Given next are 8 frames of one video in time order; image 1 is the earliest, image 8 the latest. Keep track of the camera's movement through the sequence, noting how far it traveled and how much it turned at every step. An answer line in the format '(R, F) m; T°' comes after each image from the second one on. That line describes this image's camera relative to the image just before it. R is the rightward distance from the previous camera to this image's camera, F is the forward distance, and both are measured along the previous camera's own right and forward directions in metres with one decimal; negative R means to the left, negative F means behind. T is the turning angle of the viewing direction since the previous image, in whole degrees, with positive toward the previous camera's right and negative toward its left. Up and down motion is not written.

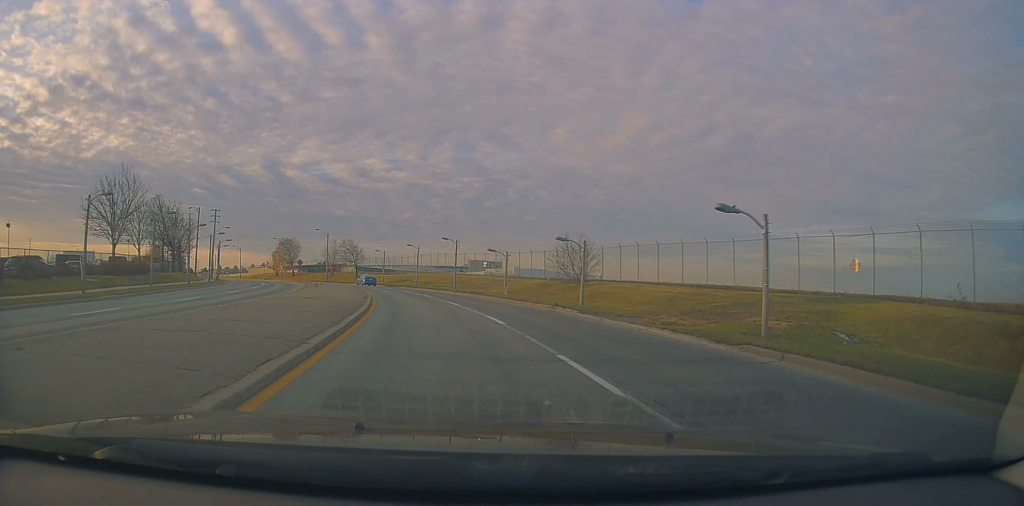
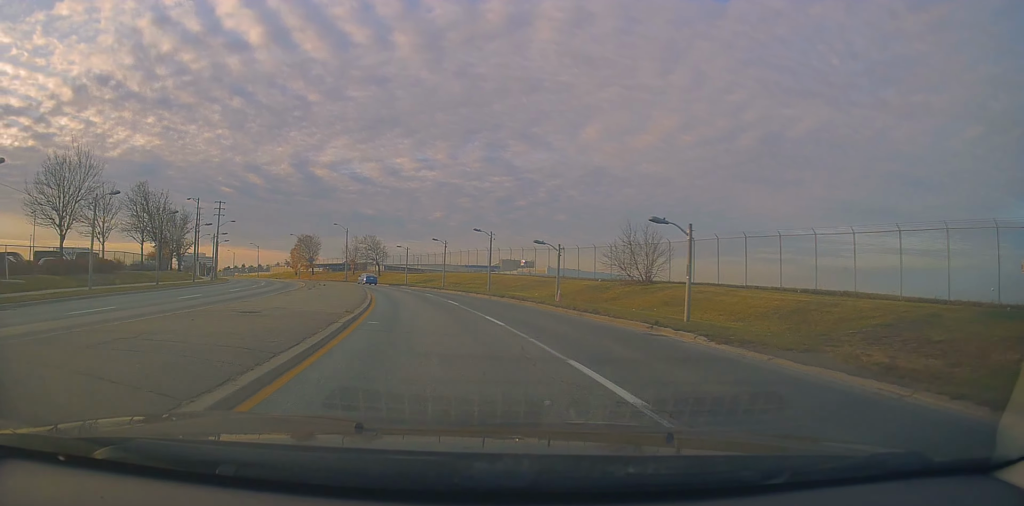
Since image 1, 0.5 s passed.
(0.0, +9.8) m; -3°
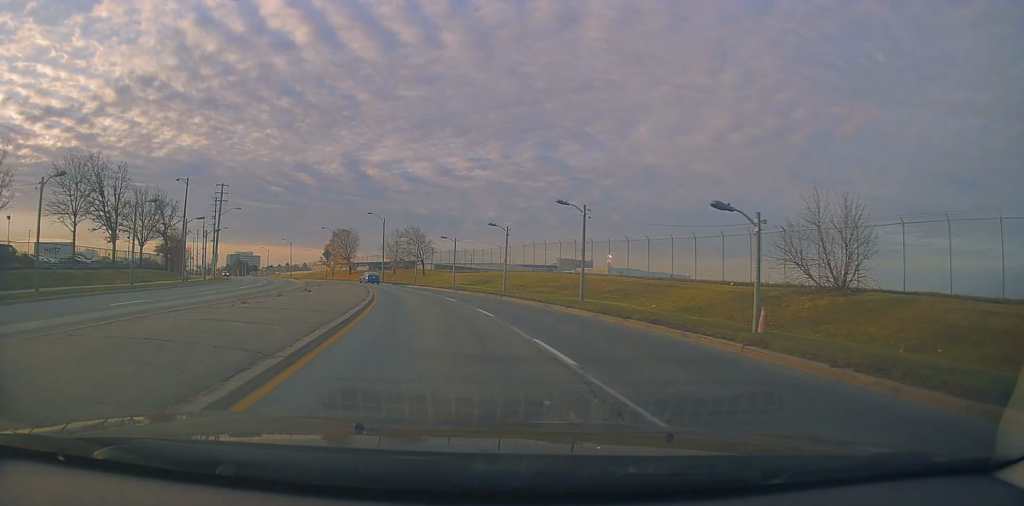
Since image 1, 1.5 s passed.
(-0.7, +16.8) m; -8°
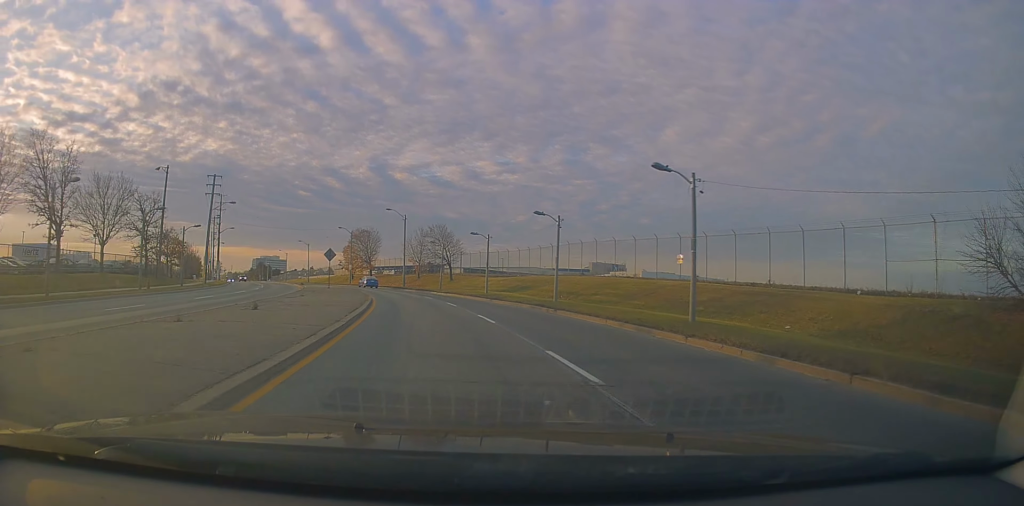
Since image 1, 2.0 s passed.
(-1.0, +10.1) m; -5°
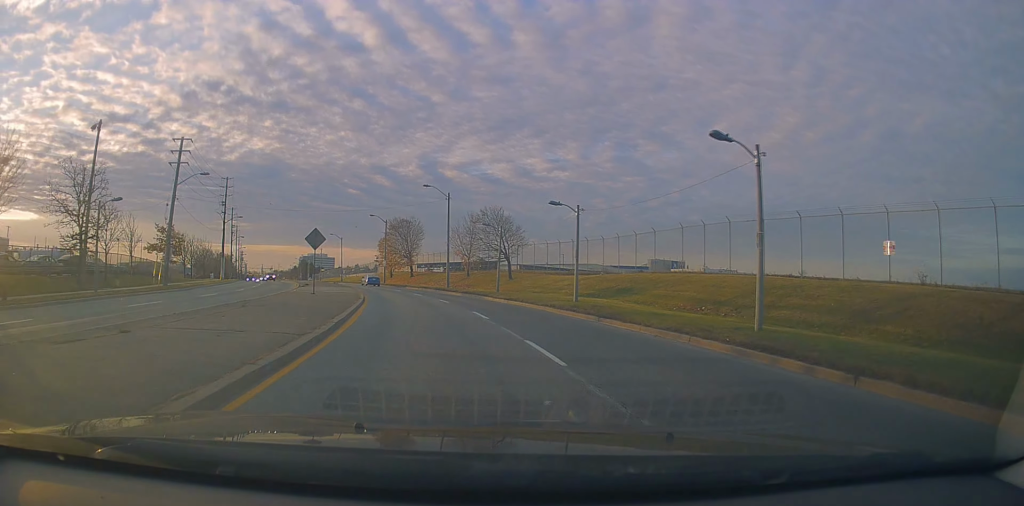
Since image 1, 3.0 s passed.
(-0.3, +17.4) m; -1°
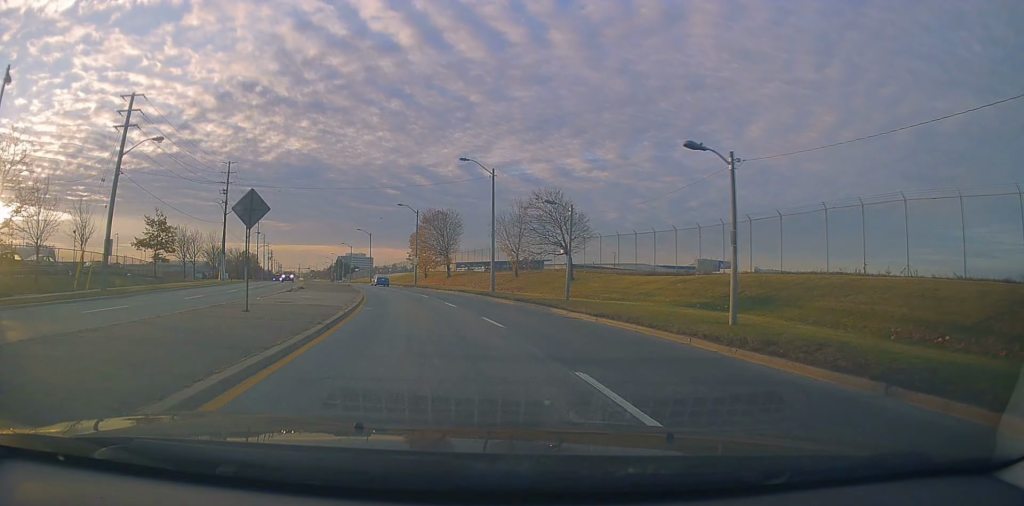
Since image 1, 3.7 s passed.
(0.0, +12.8) m; -3°
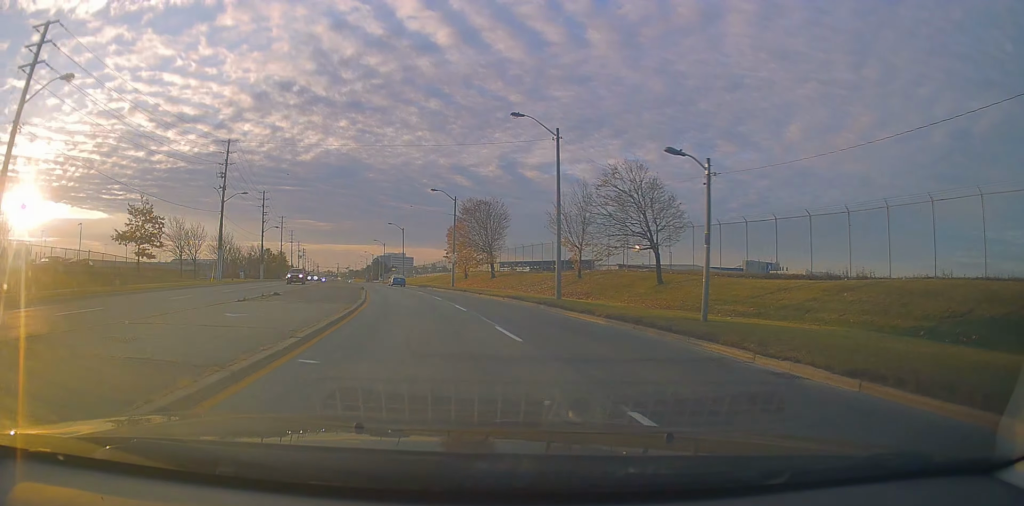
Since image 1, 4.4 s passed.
(-0.1, +12.1) m; -4°
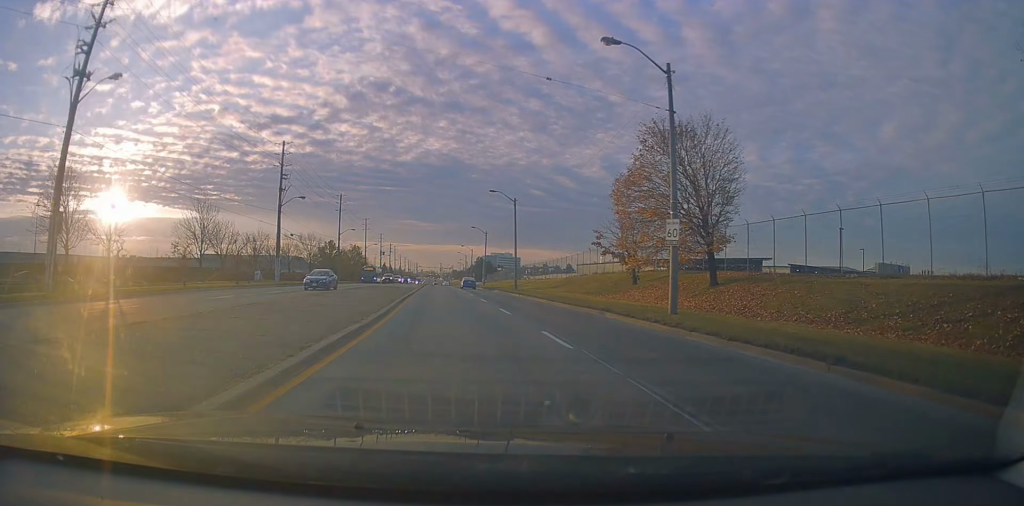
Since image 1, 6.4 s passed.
(-4.3, +37.0) m; -10°
